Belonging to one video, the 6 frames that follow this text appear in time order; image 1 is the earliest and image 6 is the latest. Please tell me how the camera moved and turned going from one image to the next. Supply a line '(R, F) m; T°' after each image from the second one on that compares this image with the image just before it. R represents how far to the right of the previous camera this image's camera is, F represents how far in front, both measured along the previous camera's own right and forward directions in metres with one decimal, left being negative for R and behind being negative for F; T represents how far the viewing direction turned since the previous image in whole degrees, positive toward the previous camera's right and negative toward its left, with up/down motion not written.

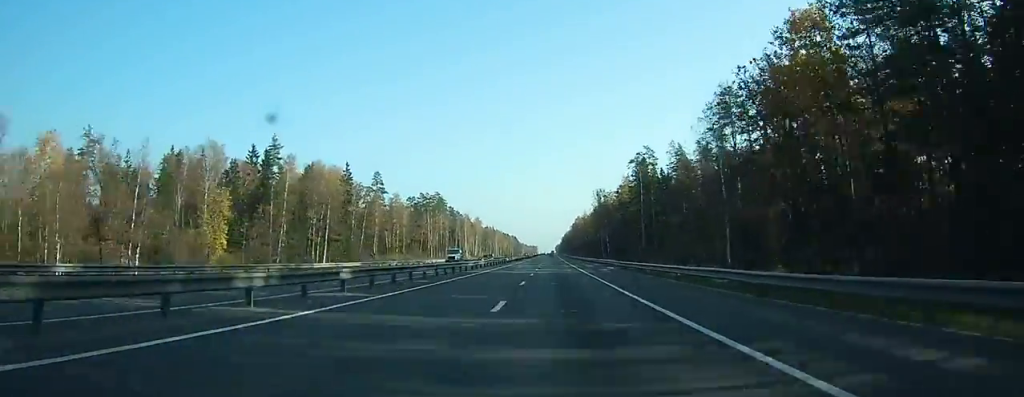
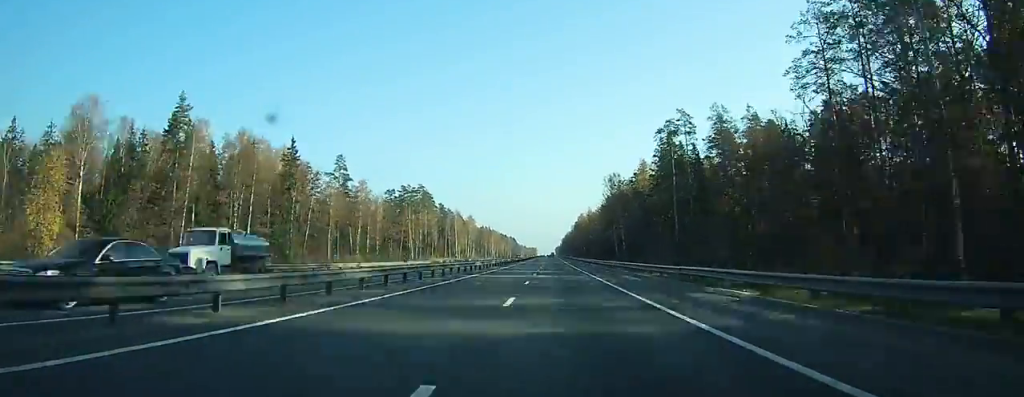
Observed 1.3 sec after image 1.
(-0.1, +34.0) m; 0°
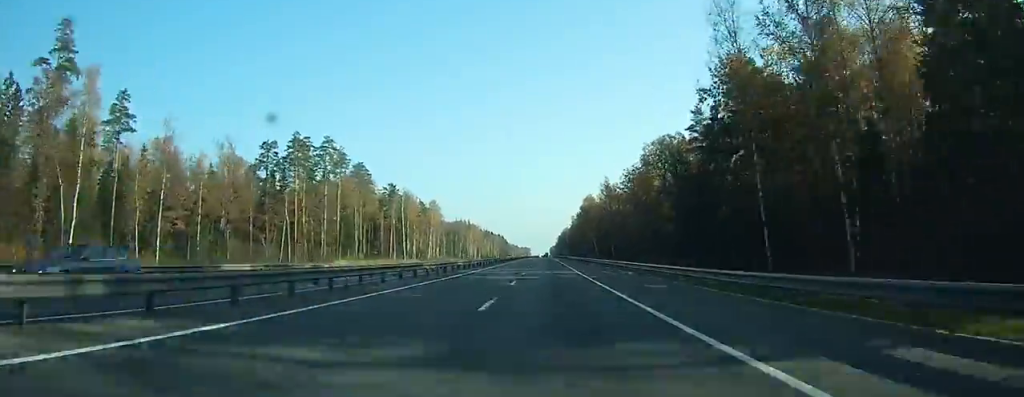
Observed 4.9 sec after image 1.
(+0.4, +103.0) m; +1°
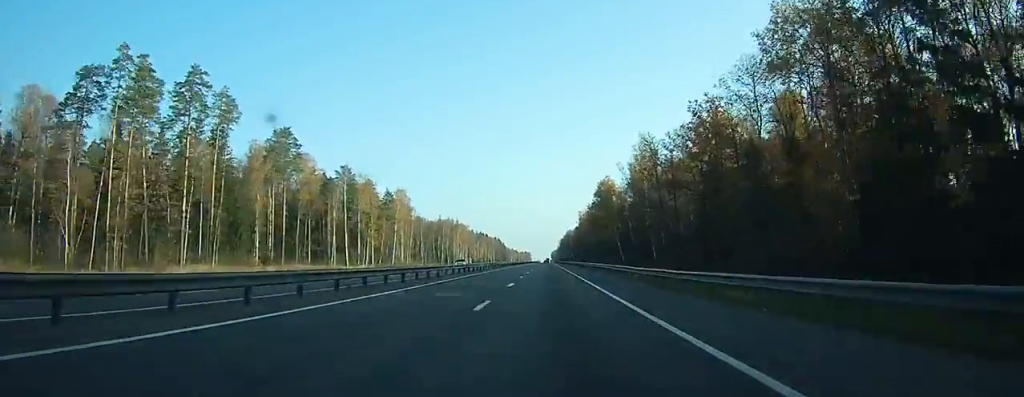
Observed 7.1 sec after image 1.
(+0.3, +62.5) m; 0°
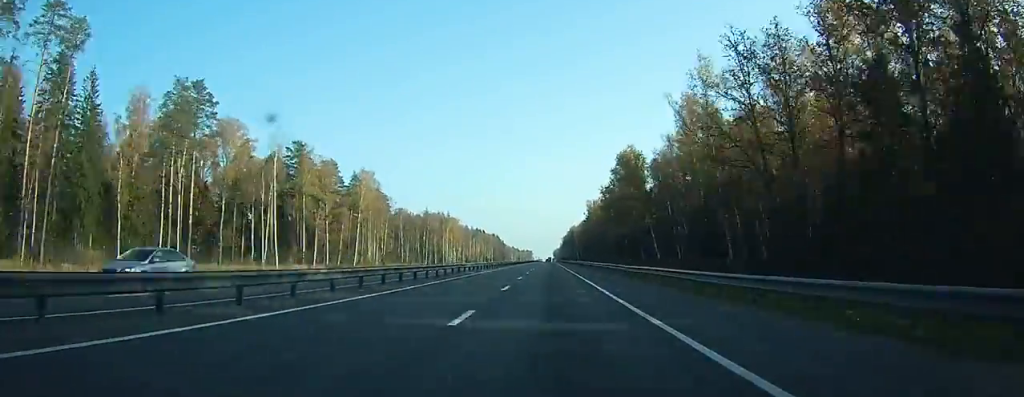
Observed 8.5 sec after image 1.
(+0.1, +38.5) m; 0°
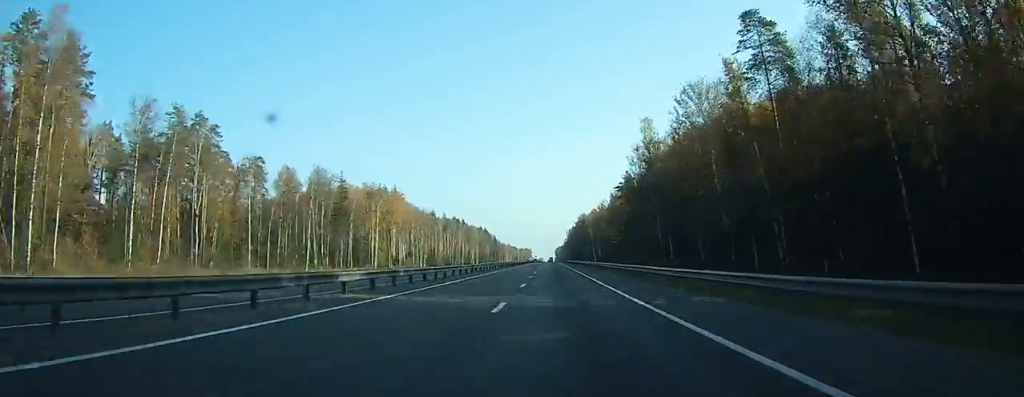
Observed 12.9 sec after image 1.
(-0.8, +110.7) m; -1°
